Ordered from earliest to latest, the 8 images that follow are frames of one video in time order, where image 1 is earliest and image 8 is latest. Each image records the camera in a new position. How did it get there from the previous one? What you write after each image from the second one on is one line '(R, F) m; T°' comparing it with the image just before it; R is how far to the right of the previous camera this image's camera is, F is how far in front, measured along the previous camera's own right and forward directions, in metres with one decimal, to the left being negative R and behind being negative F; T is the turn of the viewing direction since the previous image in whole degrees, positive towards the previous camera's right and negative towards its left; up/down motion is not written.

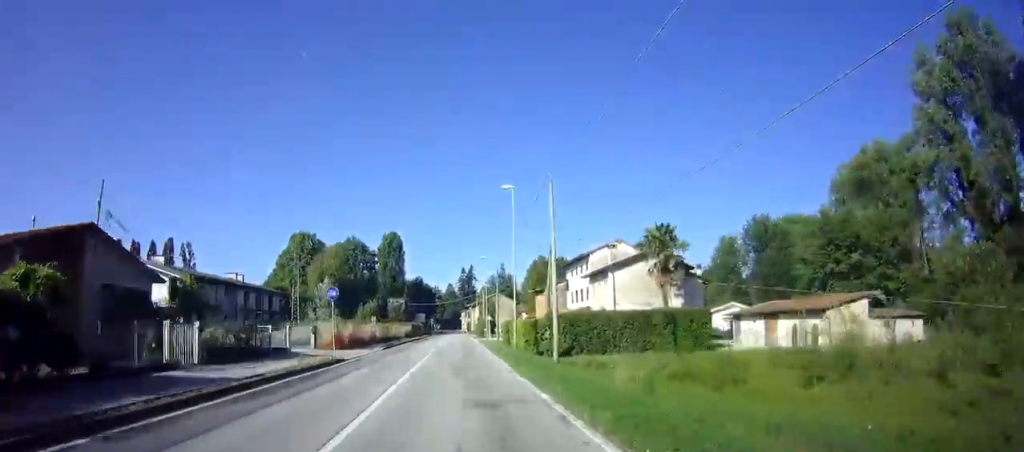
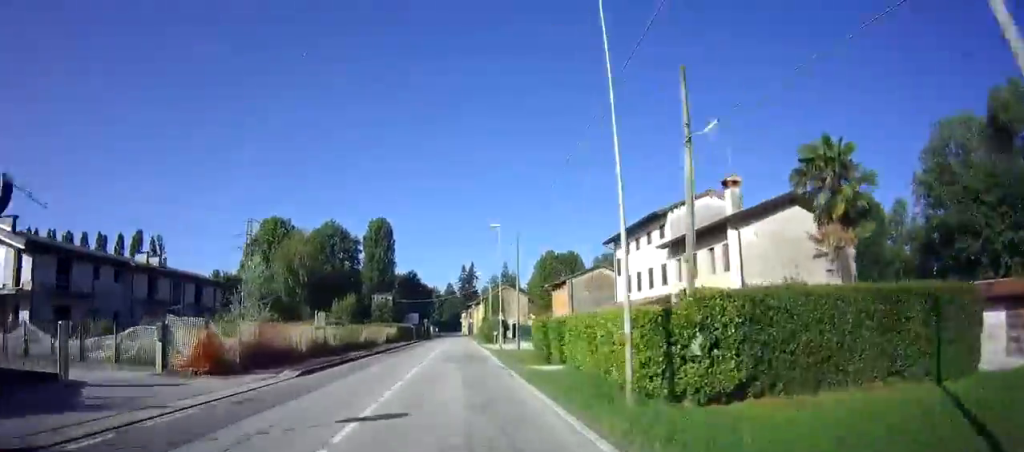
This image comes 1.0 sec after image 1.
(-0.3, +19.0) m; 0°
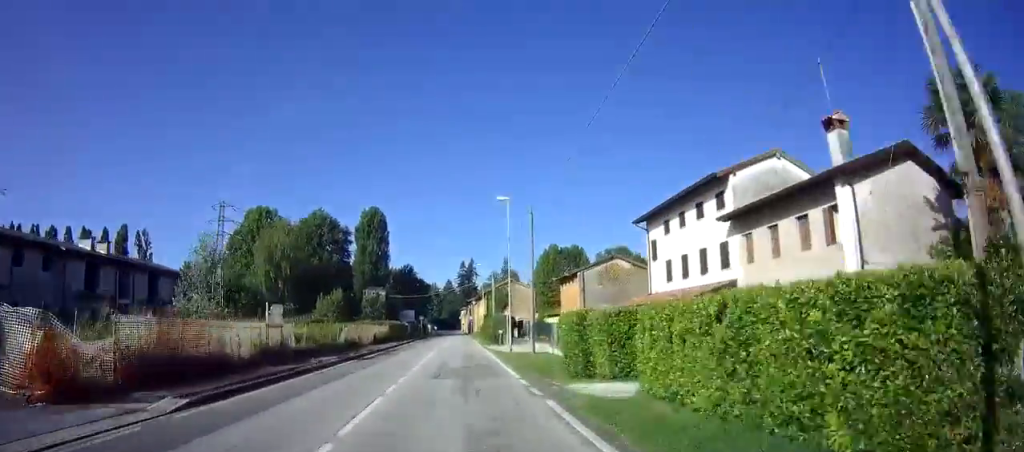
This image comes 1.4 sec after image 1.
(+0.1, +8.2) m; 0°
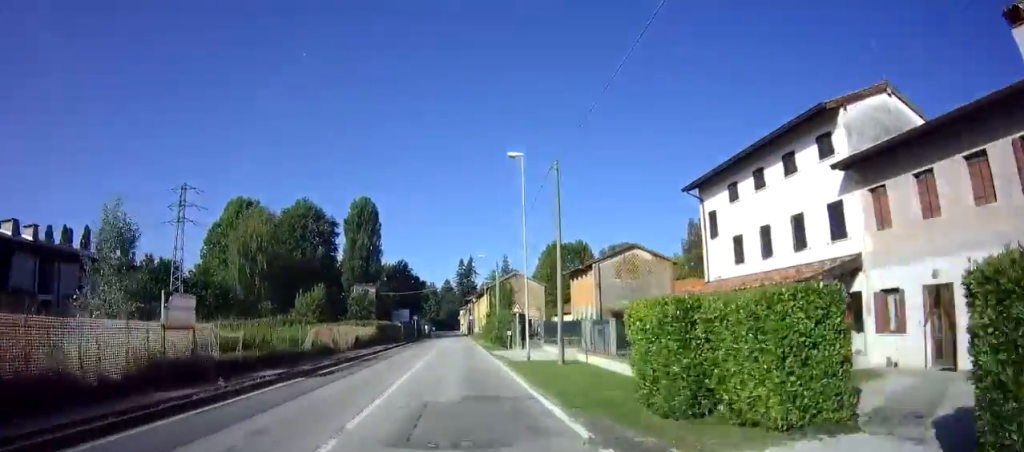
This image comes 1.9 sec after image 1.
(+0.1, +8.2) m; 0°
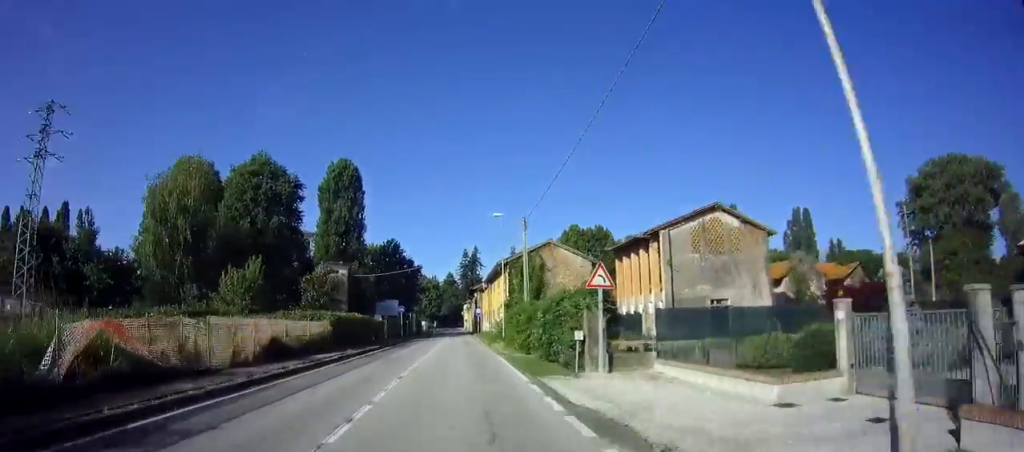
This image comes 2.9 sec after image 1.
(-0.3, +19.6) m; 0°
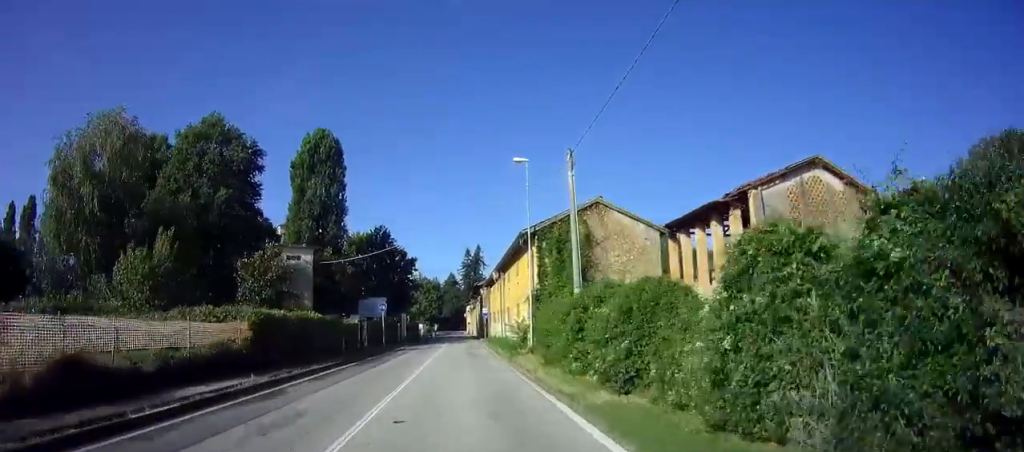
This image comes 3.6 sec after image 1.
(+0.1, +13.2) m; 0°
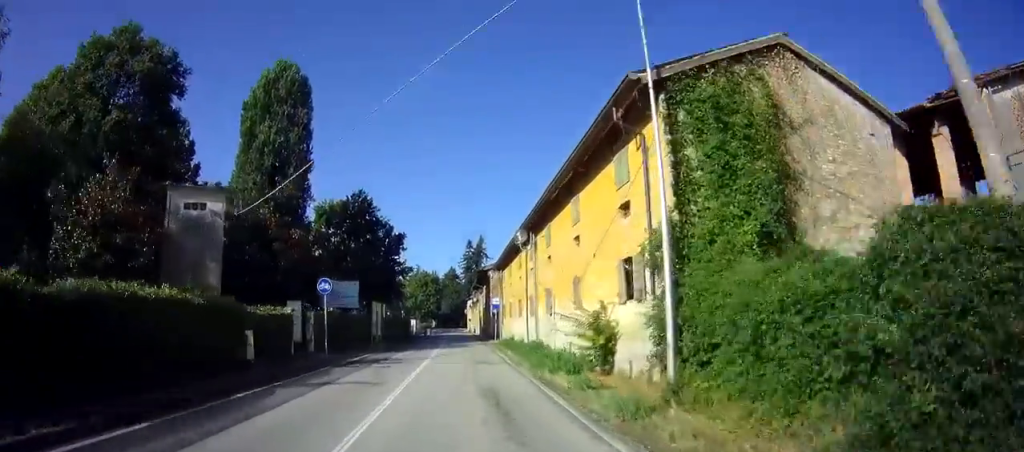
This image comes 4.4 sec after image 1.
(-0.1, +15.6) m; 0°
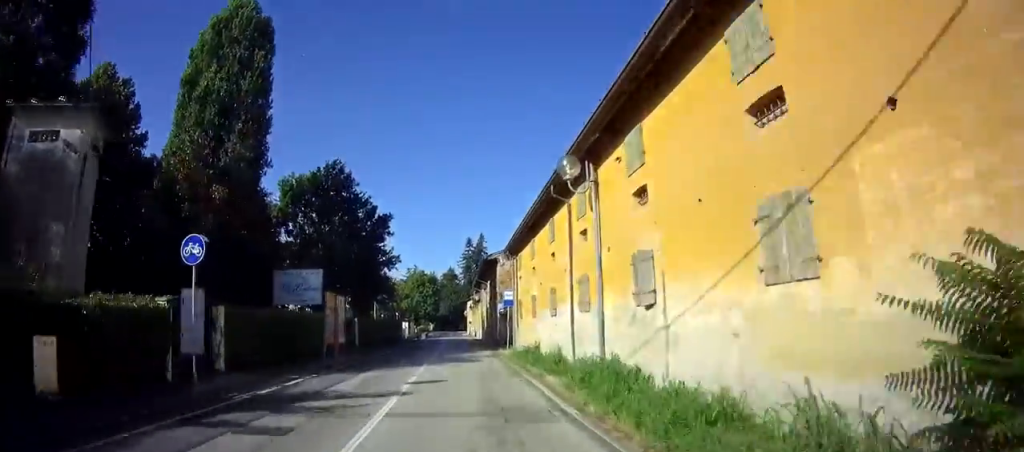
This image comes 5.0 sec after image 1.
(-0.2, +11.2) m; 0°
